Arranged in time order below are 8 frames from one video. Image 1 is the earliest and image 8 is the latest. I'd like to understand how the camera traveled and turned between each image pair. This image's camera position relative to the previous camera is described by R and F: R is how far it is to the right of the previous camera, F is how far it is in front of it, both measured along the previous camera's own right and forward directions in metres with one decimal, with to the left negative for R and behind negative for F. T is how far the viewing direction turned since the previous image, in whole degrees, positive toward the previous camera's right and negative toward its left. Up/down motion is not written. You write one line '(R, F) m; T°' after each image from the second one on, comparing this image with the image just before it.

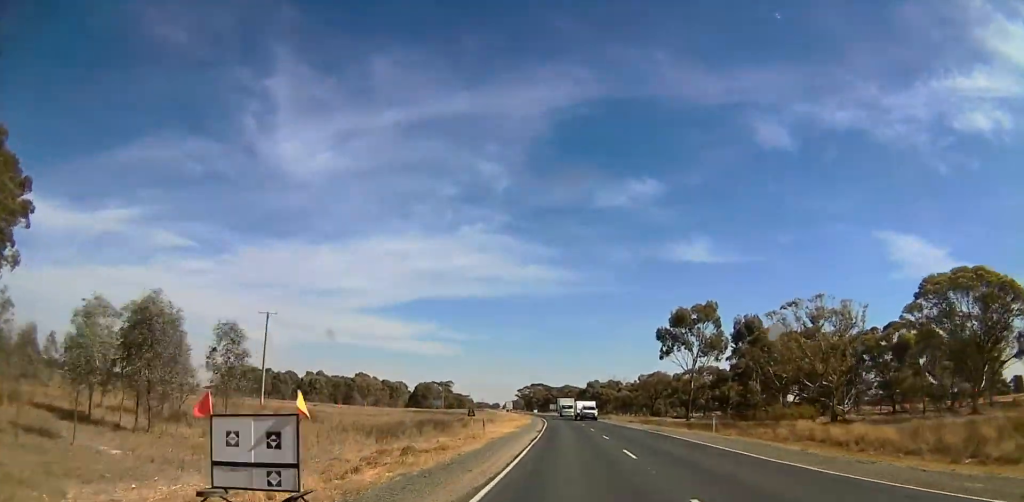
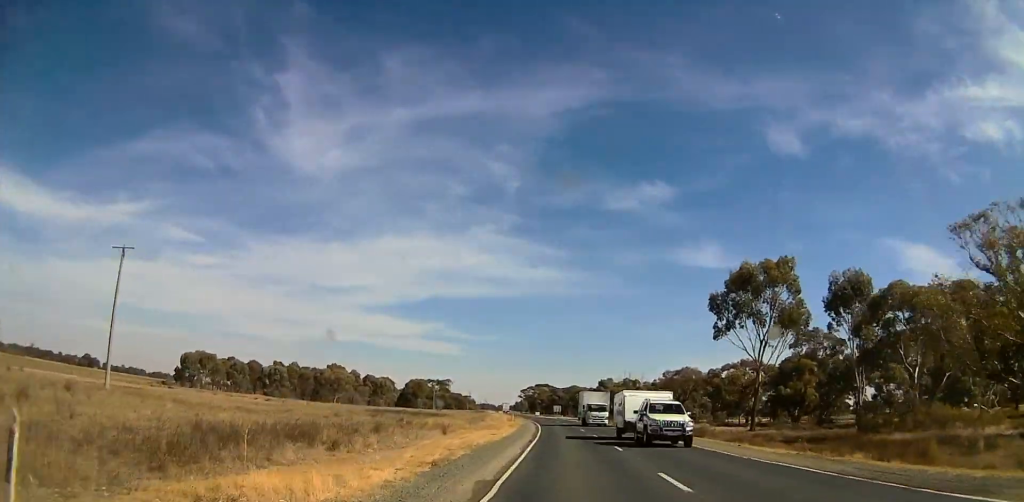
(0.0, +28.1) m; +2°
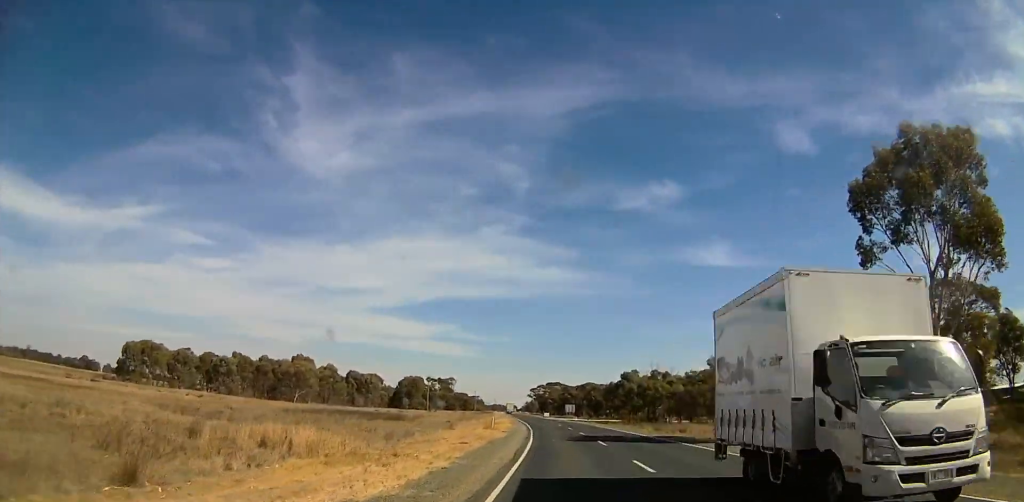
(+0.9, +27.1) m; 0°
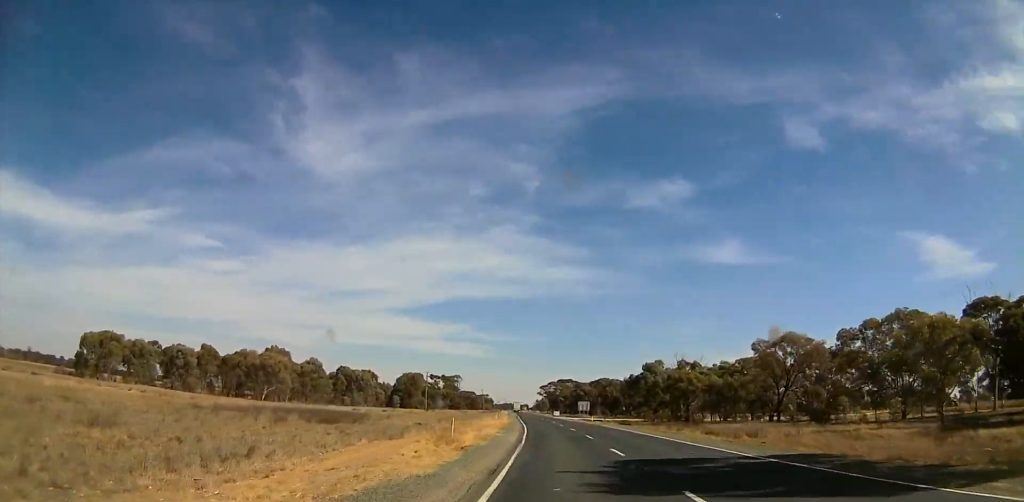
(-0.6, +17.1) m; -3°
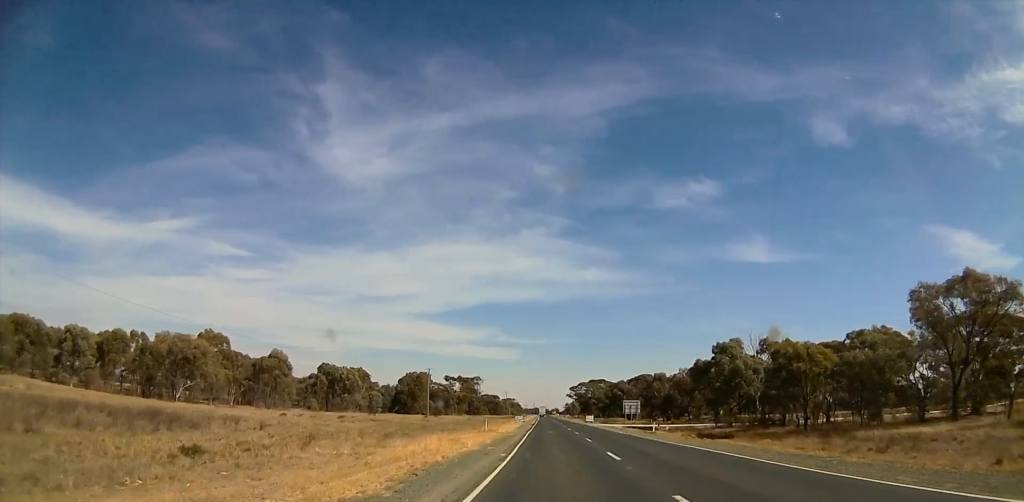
(-1.5, +34.9) m; -2°
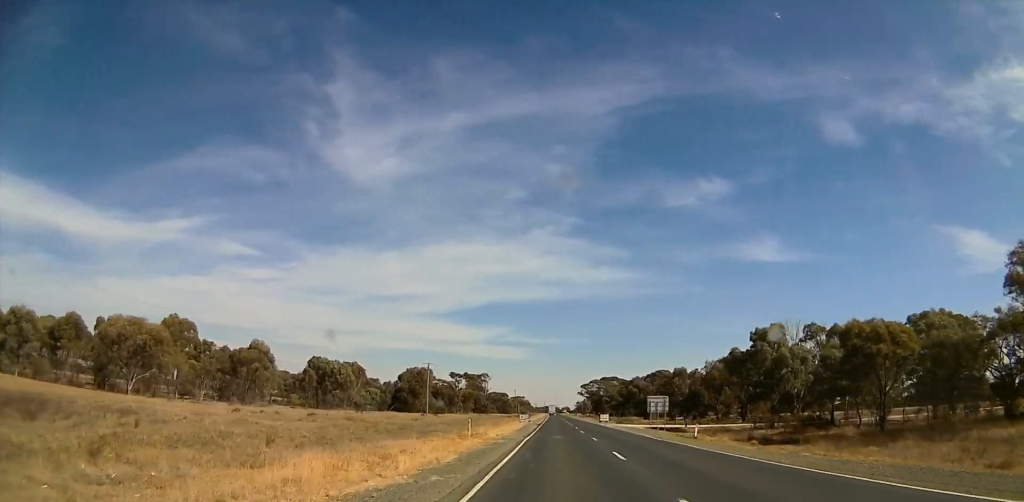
(+0.2, +12.1) m; 0°
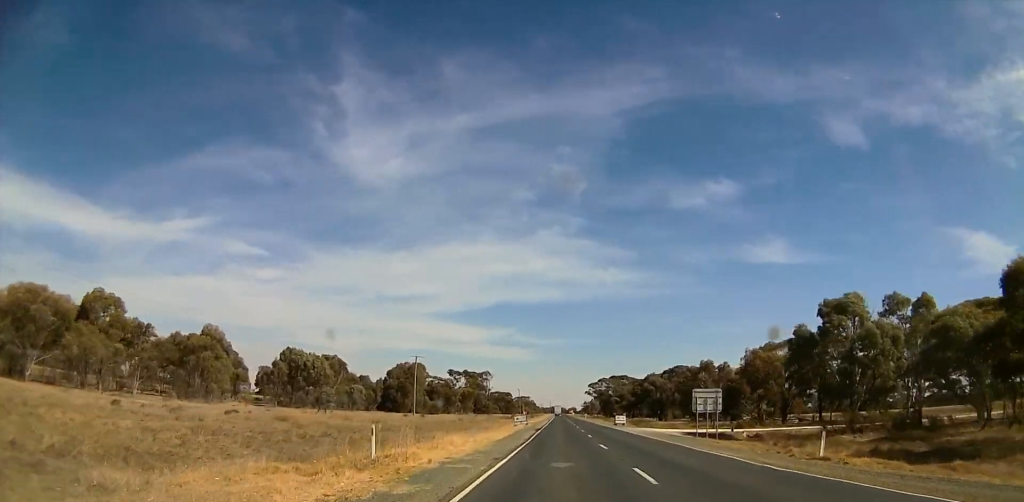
(+0.2, +17.4) m; 0°
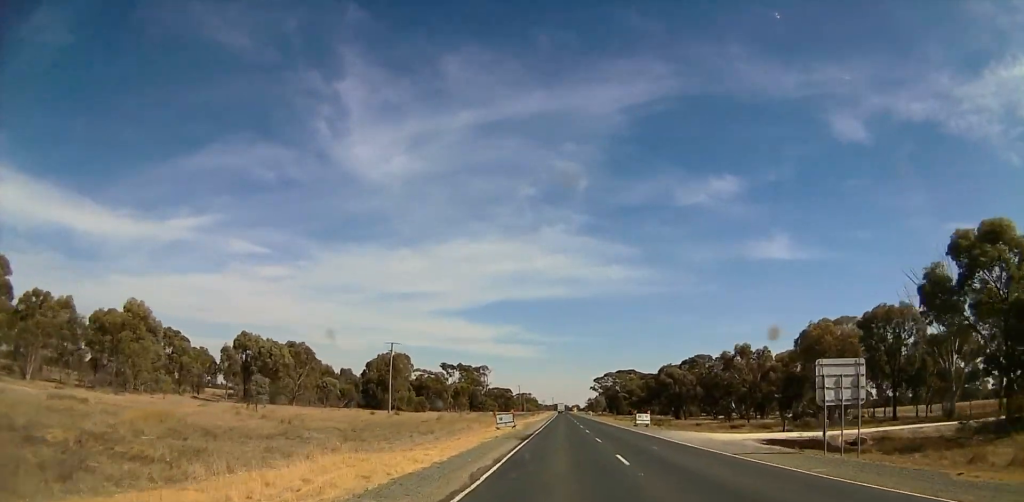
(-0.2, +19.6) m; -2°
